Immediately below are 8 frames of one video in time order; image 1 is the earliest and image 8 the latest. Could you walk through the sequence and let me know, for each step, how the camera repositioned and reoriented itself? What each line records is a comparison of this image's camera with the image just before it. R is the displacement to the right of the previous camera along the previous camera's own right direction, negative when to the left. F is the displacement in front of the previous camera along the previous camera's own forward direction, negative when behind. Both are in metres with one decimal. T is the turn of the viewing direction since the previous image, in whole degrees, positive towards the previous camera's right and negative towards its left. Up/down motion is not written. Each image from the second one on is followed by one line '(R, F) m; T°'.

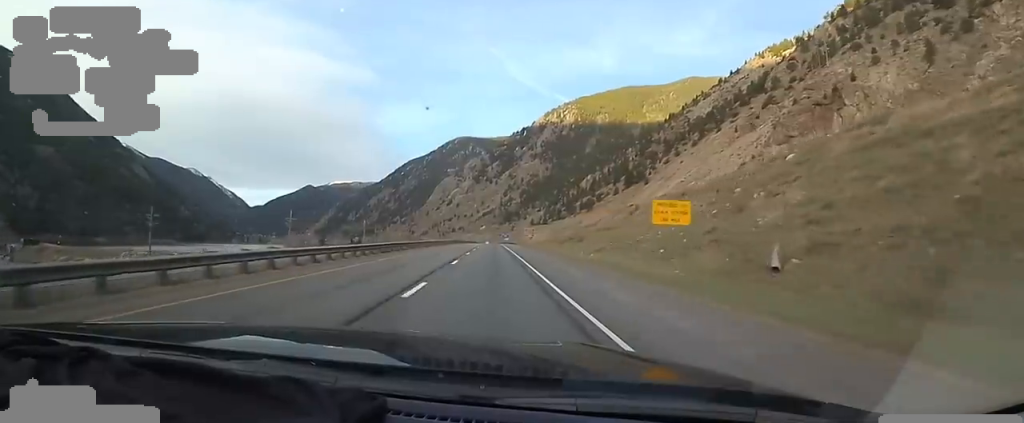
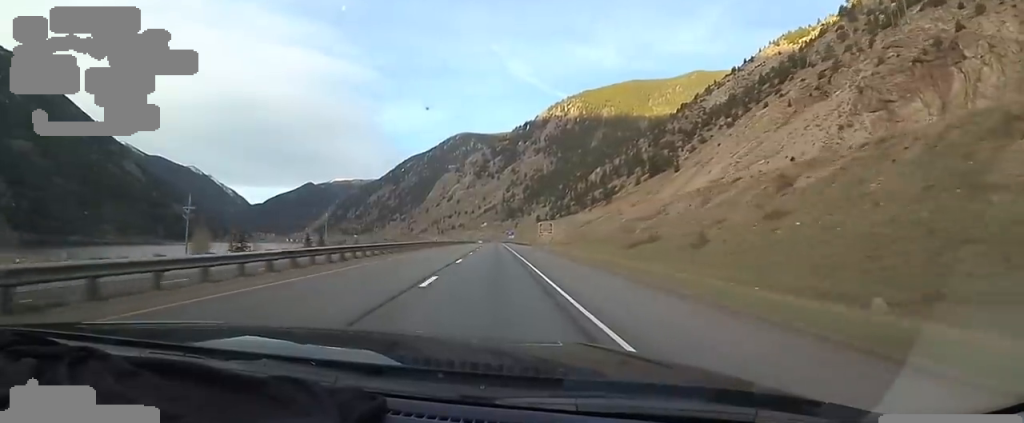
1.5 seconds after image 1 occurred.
(+0.5, +46.3) m; +1°
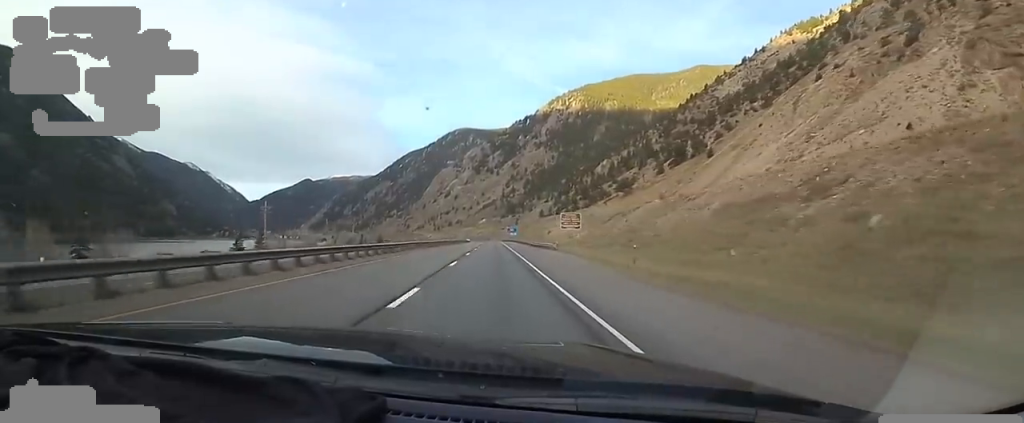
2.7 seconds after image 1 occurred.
(0.0, +40.0) m; -1°
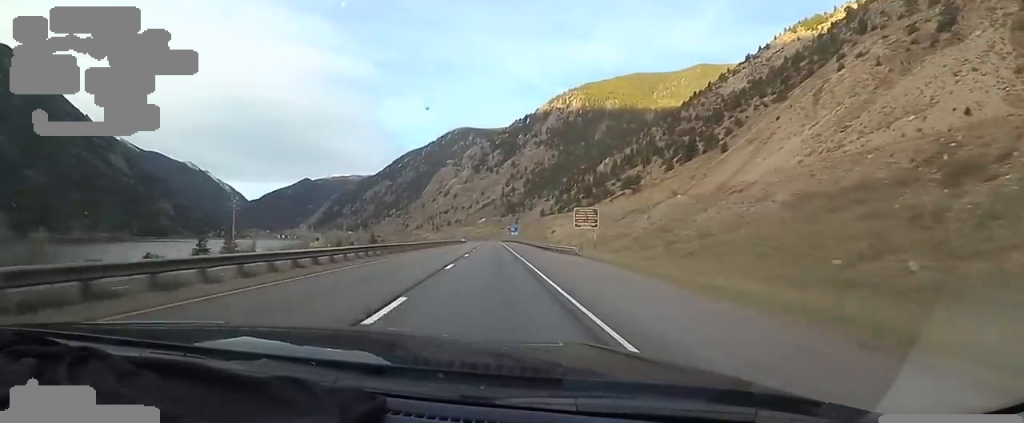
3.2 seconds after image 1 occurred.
(+0.1, +13.7) m; -1°
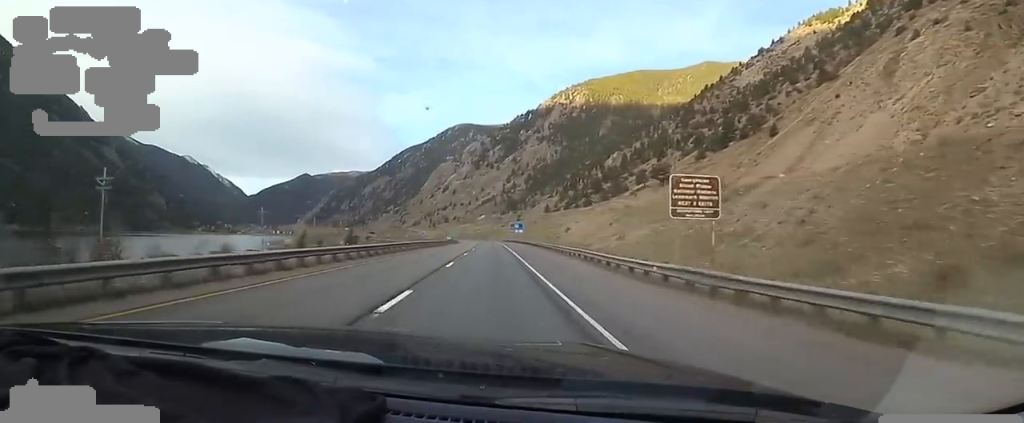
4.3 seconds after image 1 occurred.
(-0.9, +36.1) m; 0°
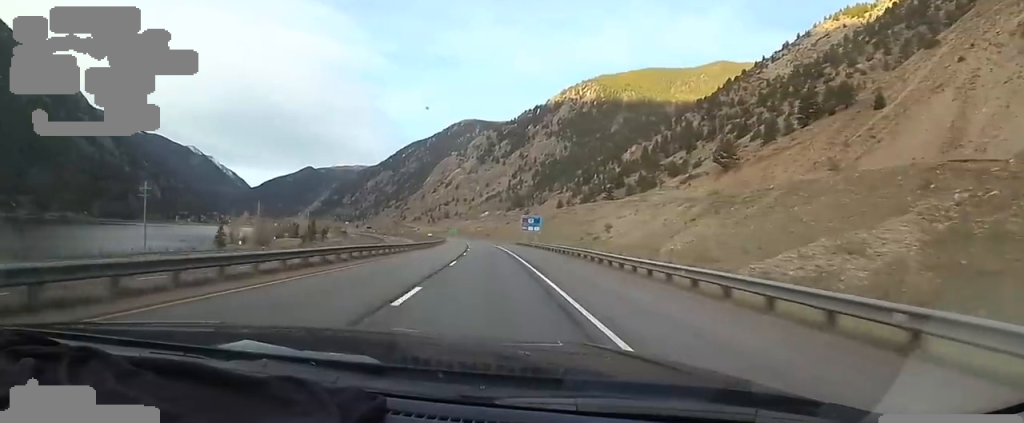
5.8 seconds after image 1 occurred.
(+1.2, +47.5) m; +2°
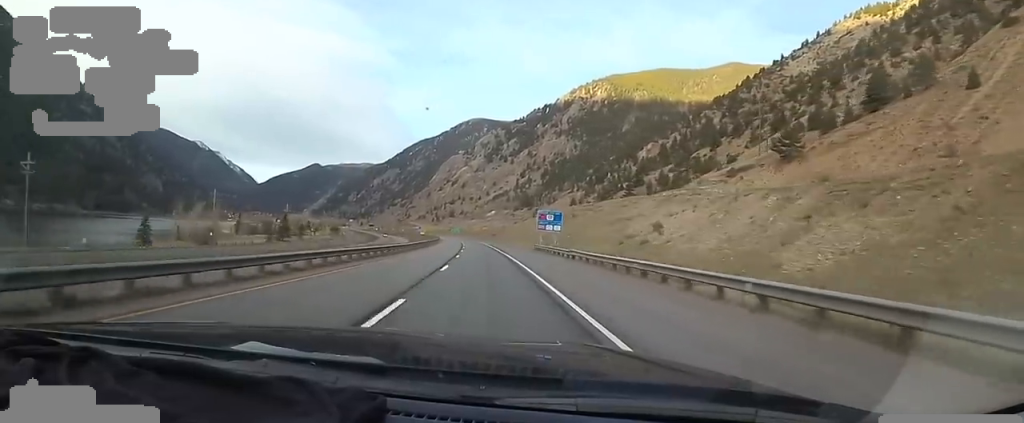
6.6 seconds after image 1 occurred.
(0.0, +26.4) m; -1°
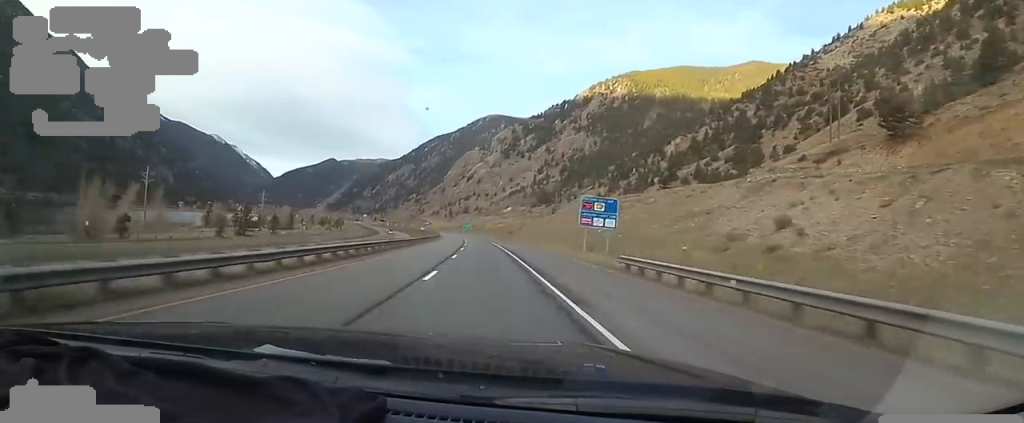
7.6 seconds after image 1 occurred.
(-0.3, +29.5) m; -3°
